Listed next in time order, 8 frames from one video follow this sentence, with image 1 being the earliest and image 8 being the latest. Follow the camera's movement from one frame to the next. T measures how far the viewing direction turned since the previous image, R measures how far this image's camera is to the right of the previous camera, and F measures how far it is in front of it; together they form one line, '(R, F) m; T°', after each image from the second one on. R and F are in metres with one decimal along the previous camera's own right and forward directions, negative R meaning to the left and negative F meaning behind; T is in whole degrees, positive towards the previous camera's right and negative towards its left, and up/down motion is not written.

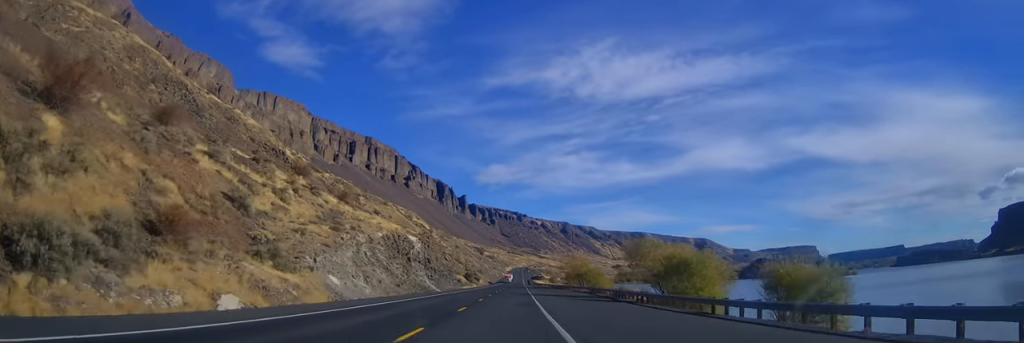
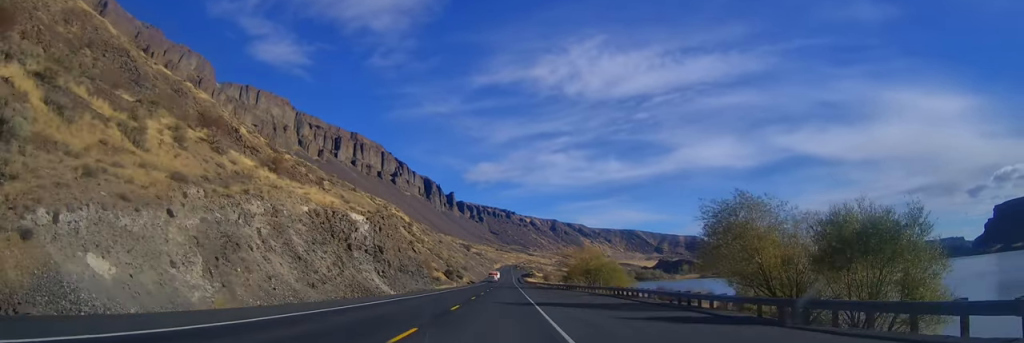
(+0.5, +25.1) m; +2°
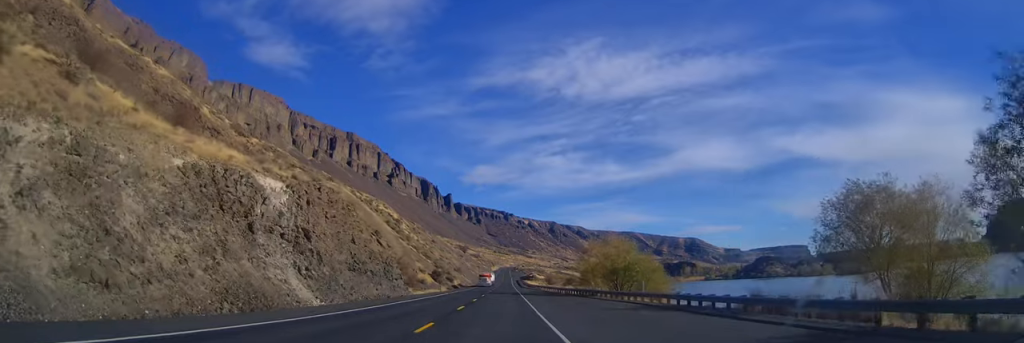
(+0.3, +21.1) m; +1°
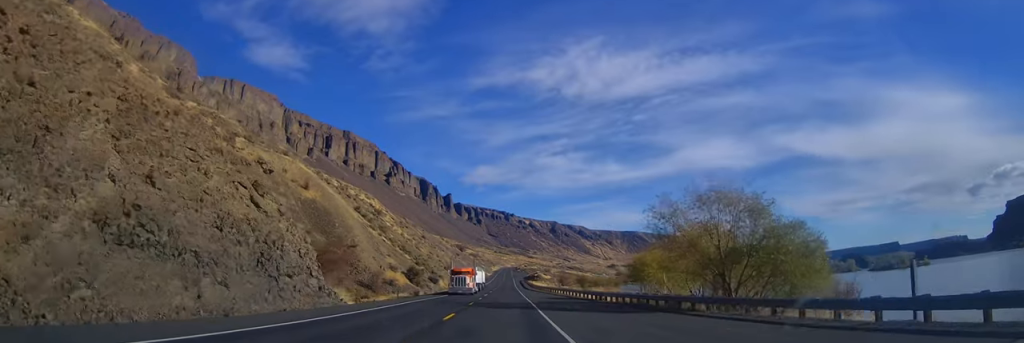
(+0.4, +31.1) m; 0°
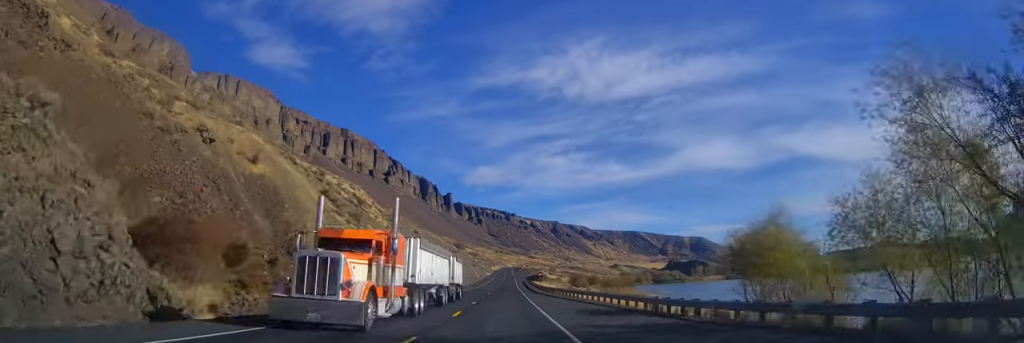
(-0.1, +22.1) m; -1°
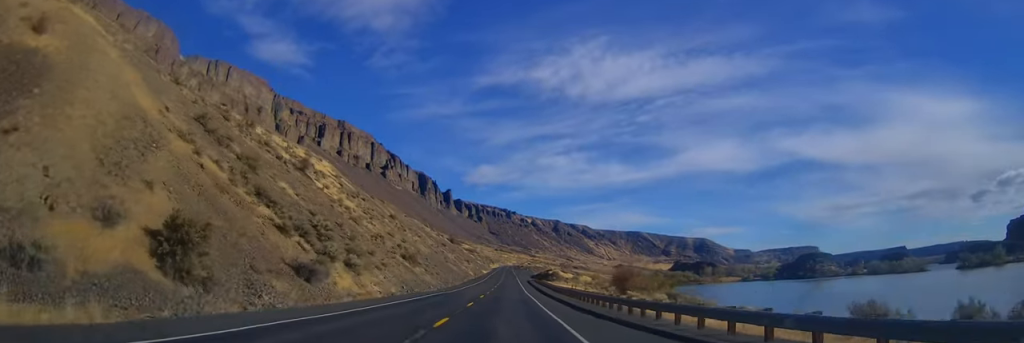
(0.0, +43.2) m; +1°
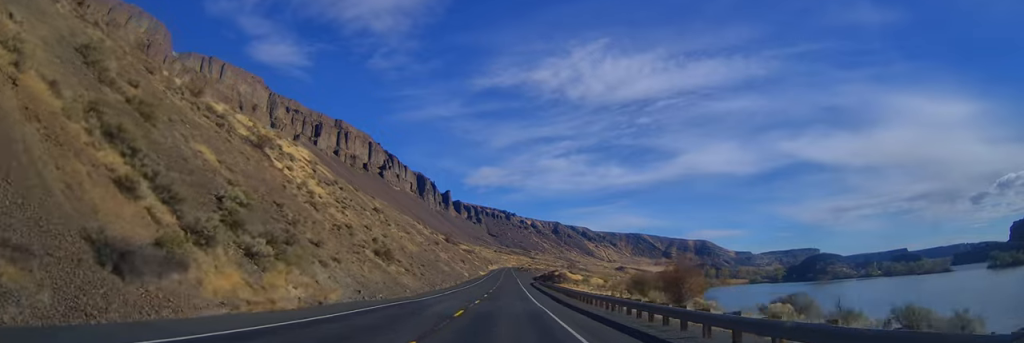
(+0.3, +19.2) m; +1°
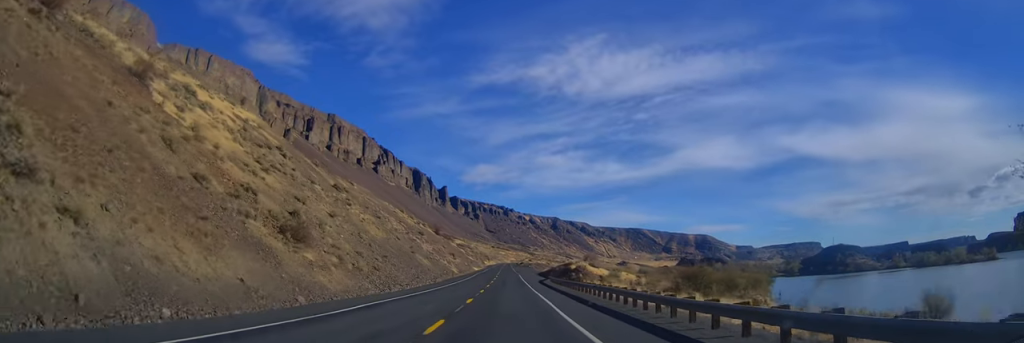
(-0.2, +32.0) m; -2°
